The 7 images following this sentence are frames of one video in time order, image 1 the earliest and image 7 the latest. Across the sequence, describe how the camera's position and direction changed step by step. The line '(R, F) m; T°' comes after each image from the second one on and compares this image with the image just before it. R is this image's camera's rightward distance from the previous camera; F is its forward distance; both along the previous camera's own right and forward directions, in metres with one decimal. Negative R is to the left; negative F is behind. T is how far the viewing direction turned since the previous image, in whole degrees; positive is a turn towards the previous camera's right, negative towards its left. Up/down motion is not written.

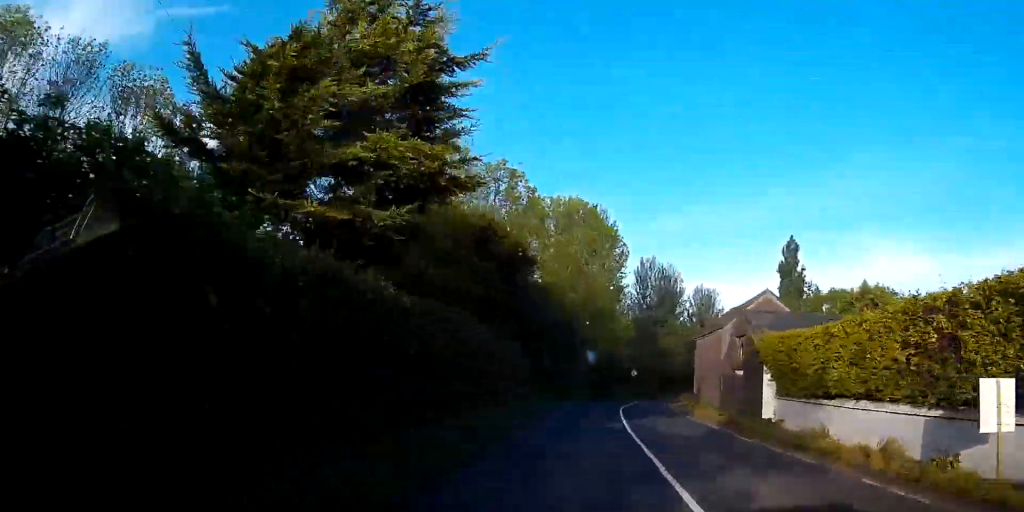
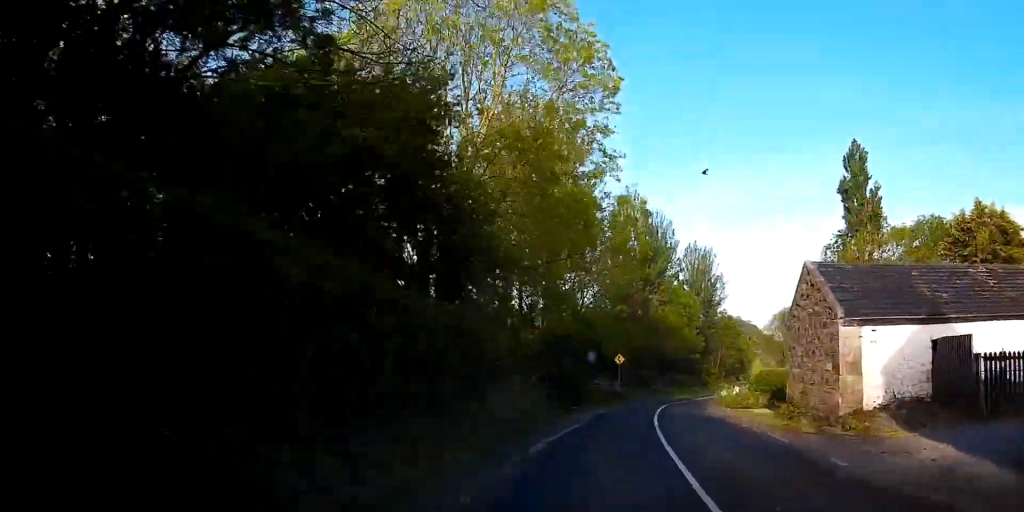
(+1.0, +28.8) m; +5°
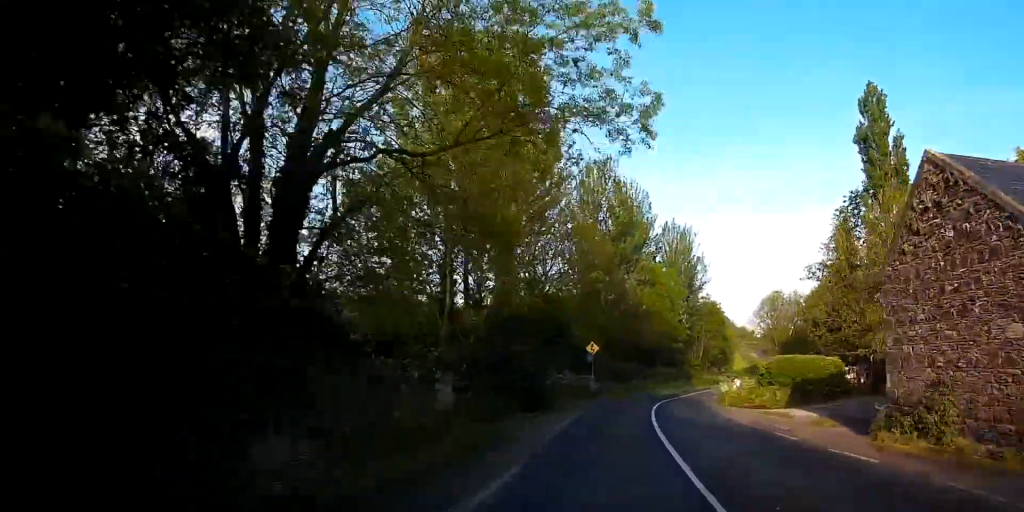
(+0.2, +9.4) m; +2°
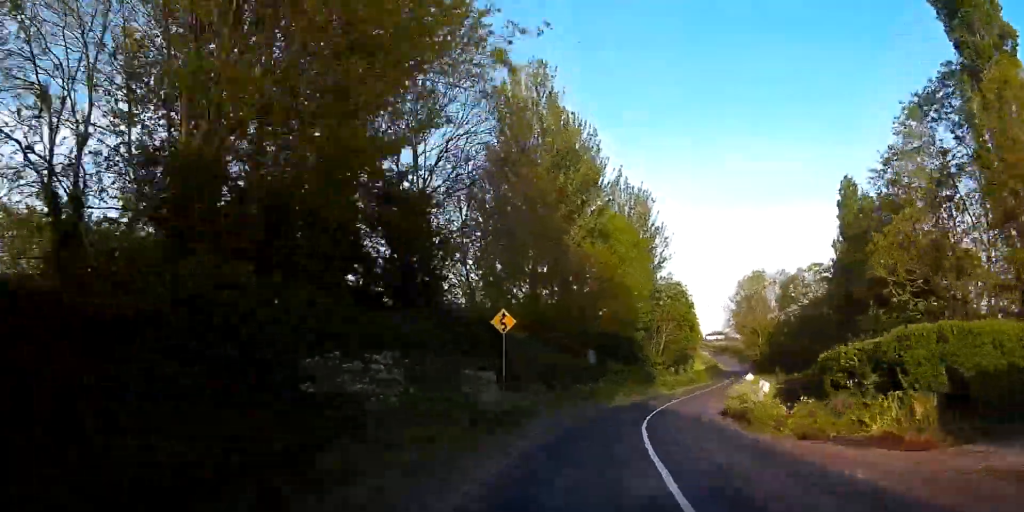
(+0.7, +18.1) m; +5°
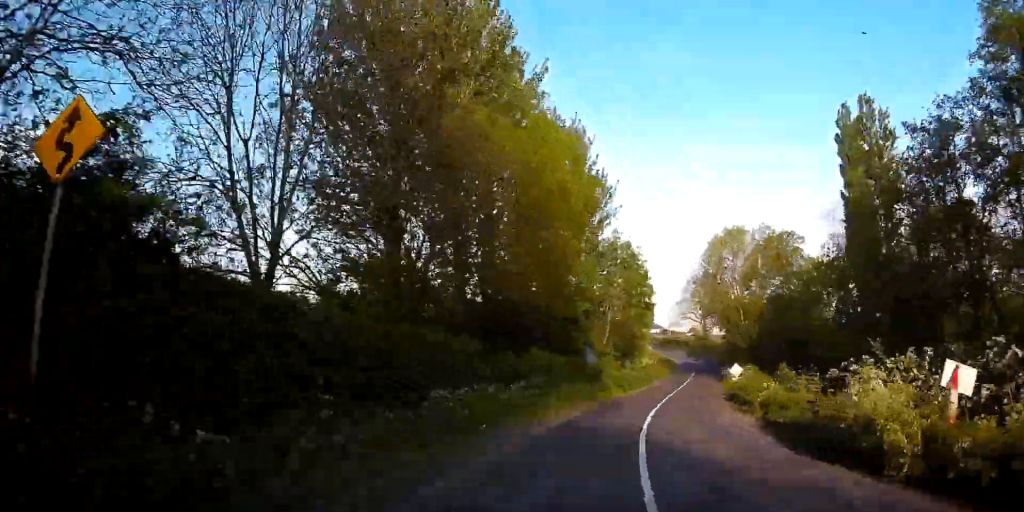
(+0.6, +16.1) m; +5°
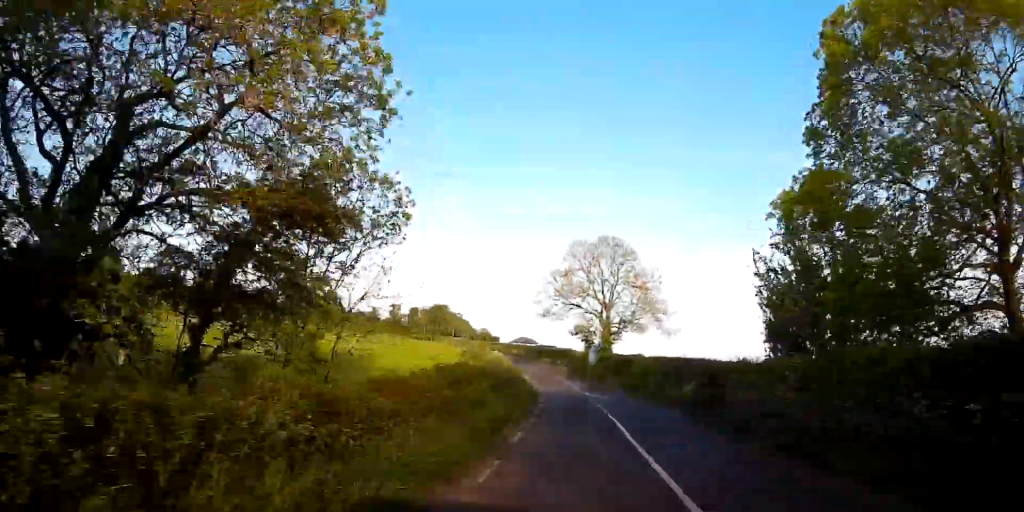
(+6.5, +57.8) m; +9°
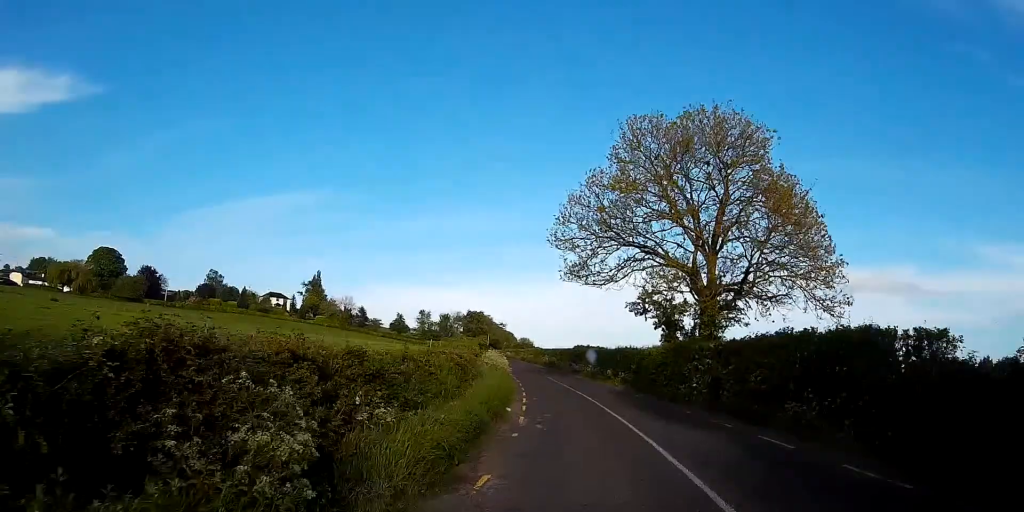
(-0.7, +33.1) m; -4°
